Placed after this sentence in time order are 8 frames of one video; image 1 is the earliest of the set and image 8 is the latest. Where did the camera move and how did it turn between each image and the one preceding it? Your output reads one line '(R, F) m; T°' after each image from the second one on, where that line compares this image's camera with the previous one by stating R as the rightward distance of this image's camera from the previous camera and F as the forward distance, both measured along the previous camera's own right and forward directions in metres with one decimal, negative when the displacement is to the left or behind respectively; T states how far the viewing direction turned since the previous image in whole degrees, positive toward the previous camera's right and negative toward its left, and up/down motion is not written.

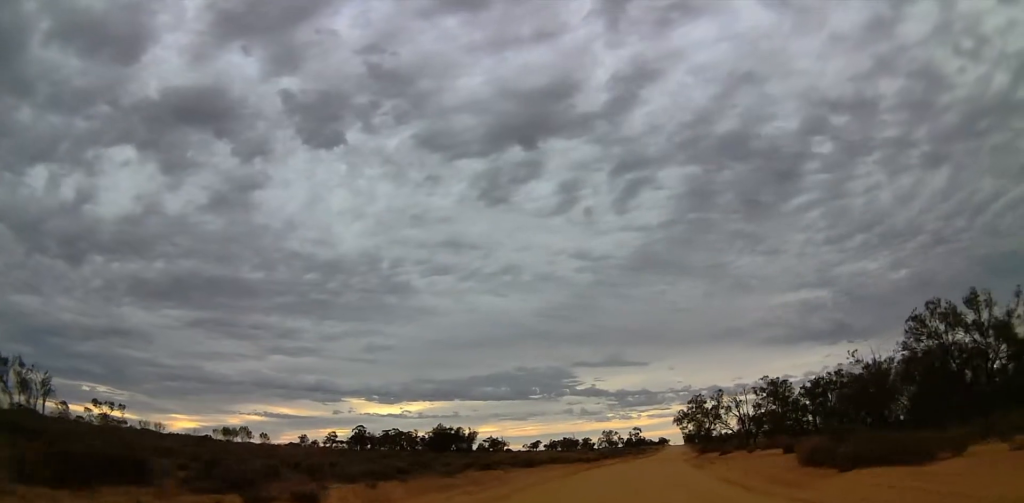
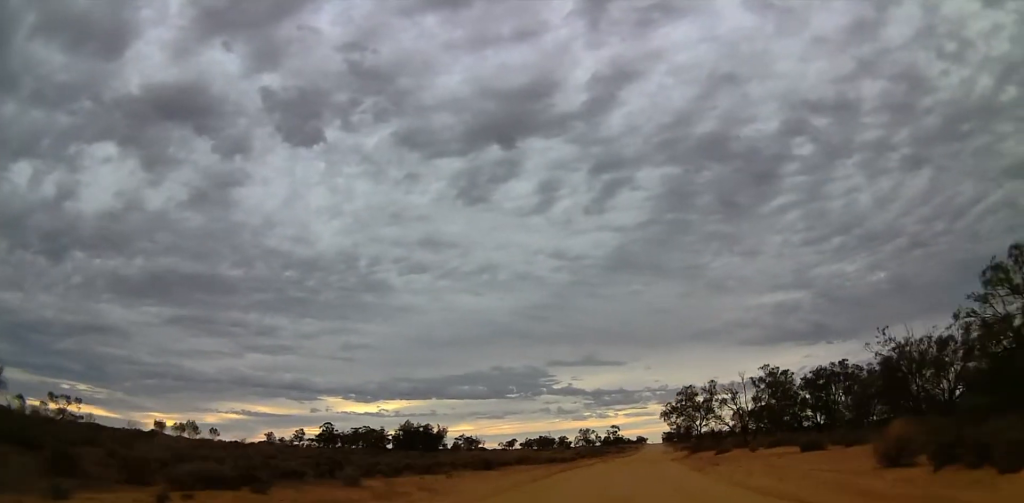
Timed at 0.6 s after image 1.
(-0.3, +7.5) m; +2°
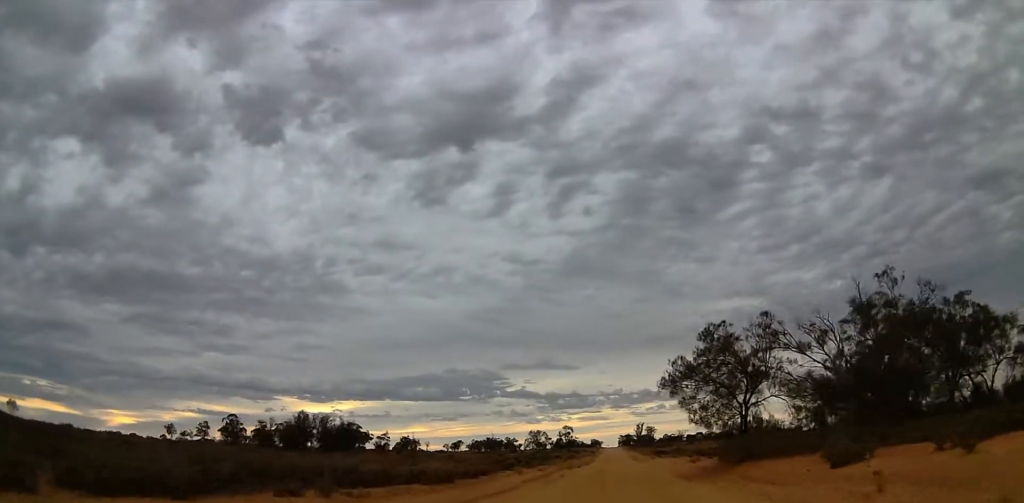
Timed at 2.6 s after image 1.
(+5.1, +28.2) m; +10°
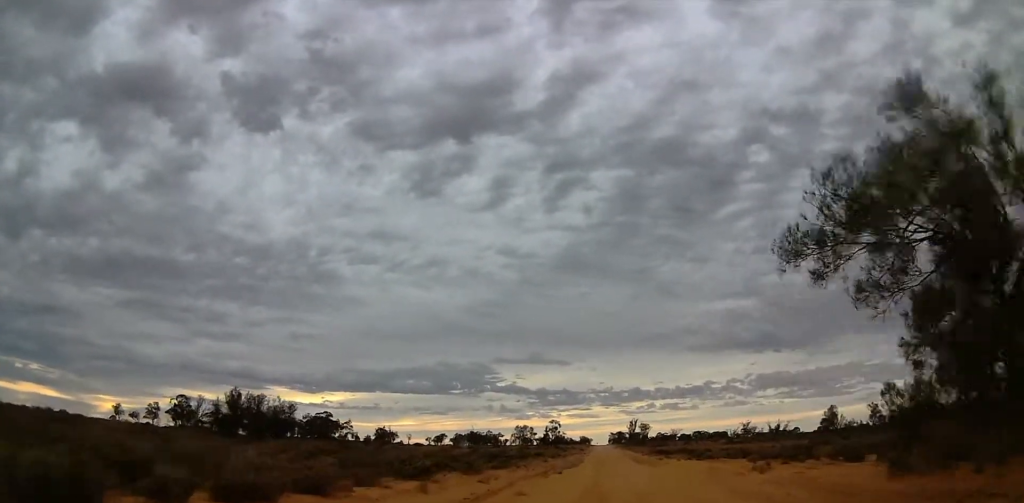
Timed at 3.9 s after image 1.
(-0.3, +18.0) m; 0°
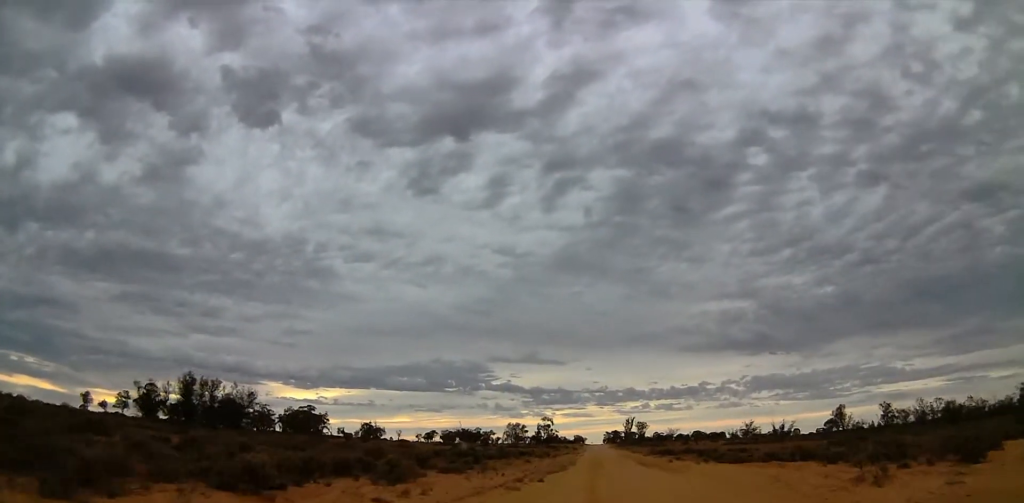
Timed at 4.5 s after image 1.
(+0.5, +10.0) m; 0°
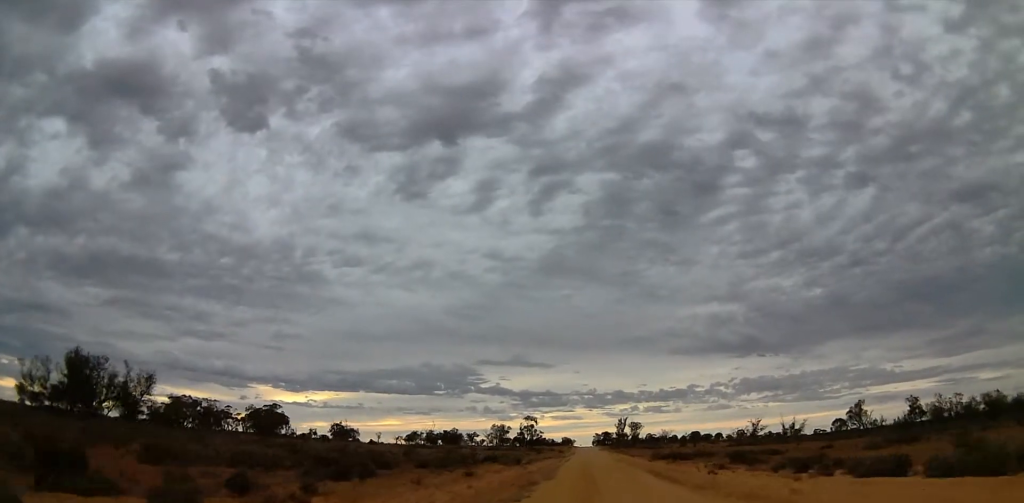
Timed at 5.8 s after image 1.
(-0.7, +19.0) m; +2°
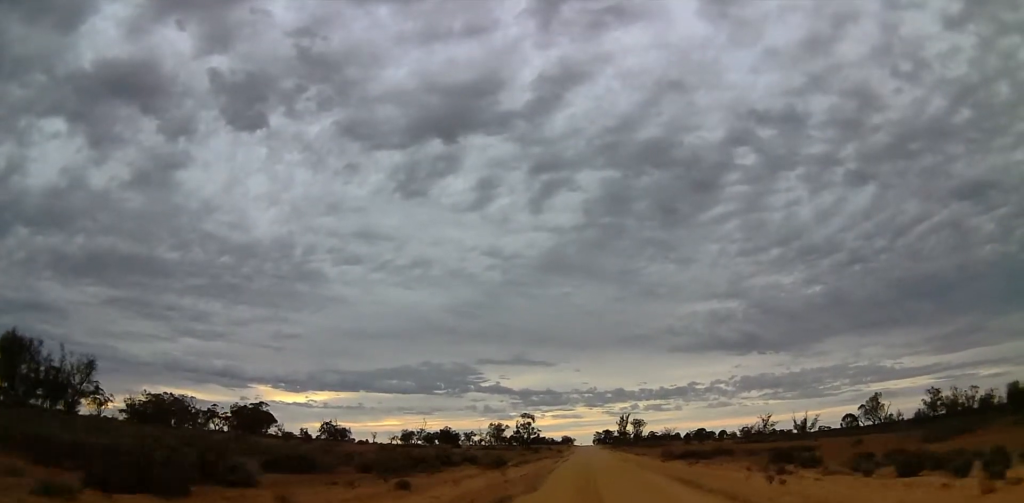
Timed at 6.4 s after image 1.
(+0.6, +9.4) m; +3°
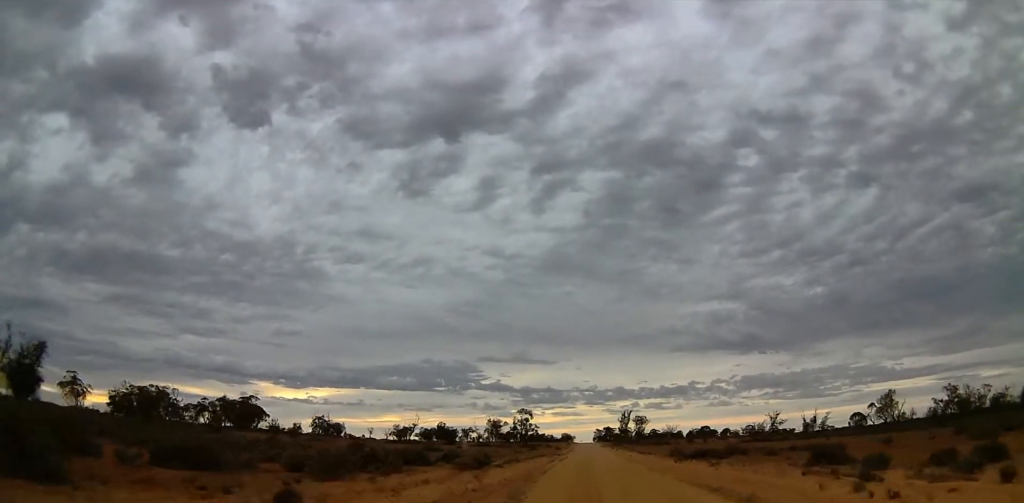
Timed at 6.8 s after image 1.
(0.0, +6.8) m; -2°
